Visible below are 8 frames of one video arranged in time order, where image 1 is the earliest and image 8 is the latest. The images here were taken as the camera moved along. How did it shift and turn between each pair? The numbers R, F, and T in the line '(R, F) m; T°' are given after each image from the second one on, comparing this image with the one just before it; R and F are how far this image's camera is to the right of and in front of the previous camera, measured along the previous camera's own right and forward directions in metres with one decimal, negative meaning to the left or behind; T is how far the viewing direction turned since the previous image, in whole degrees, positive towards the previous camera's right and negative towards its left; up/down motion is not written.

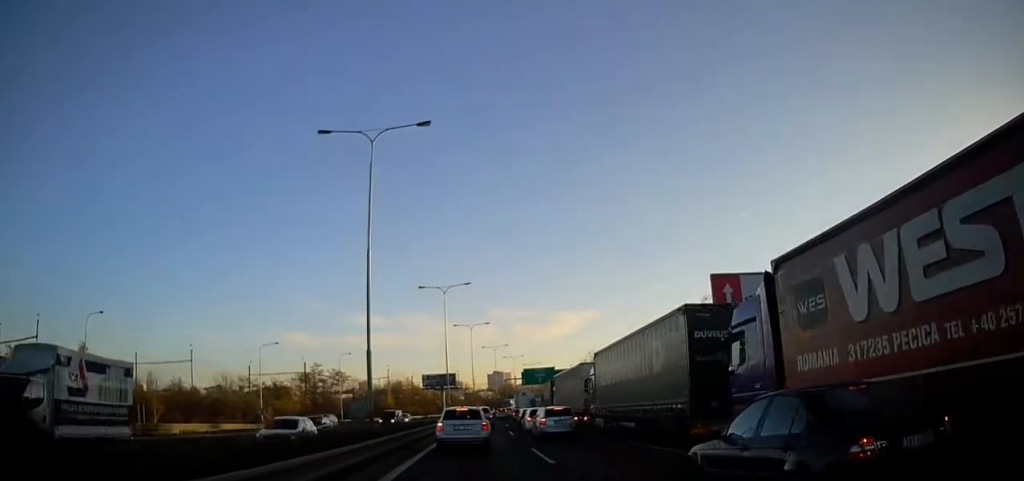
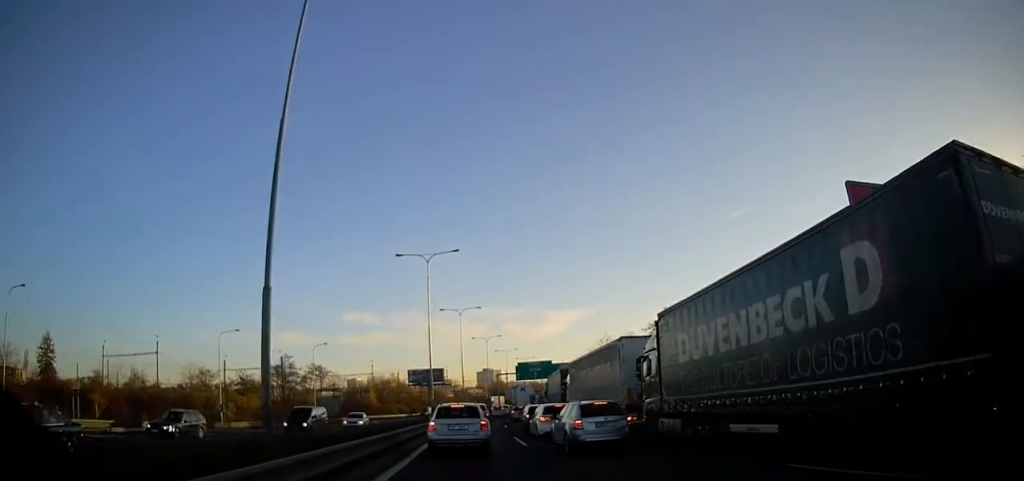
(+0.2, +11.3) m; +1°
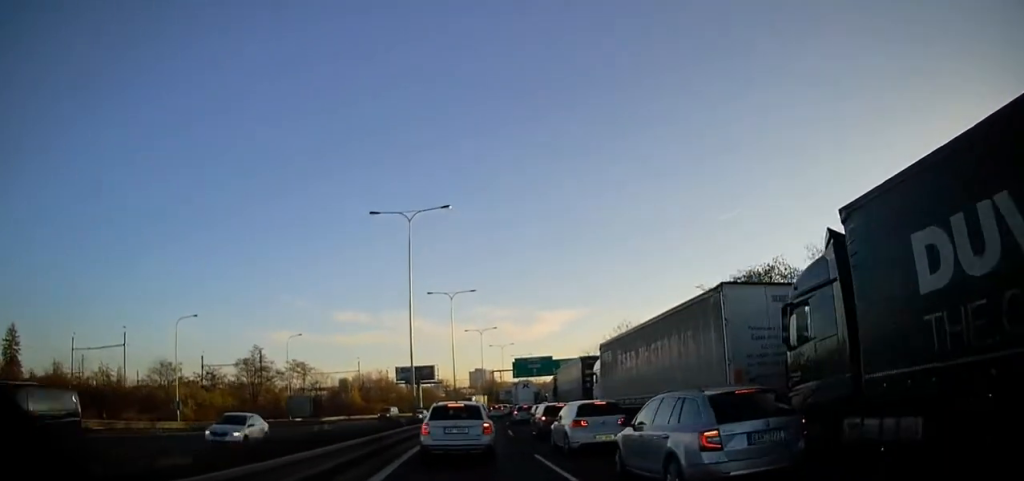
(0.0, +10.3) m; +1°
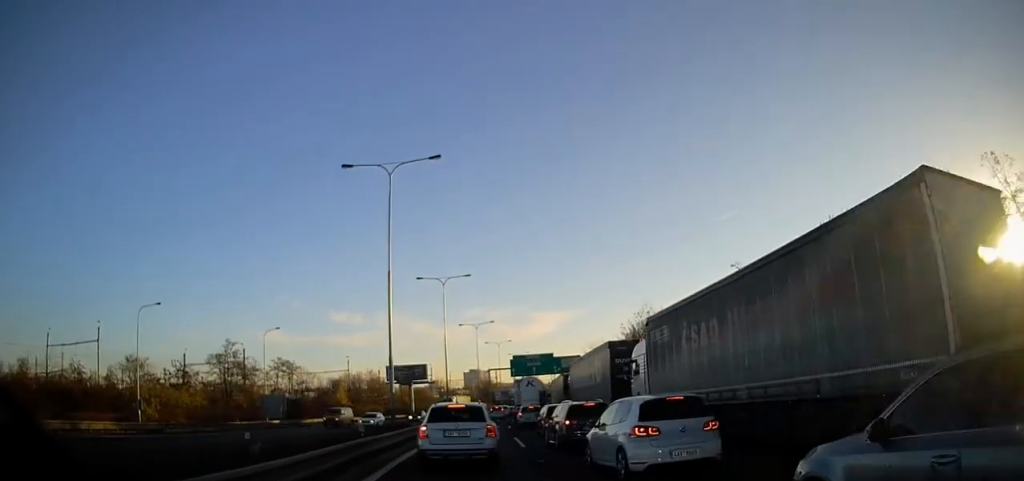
(+0.1, +8.0) m; 0°
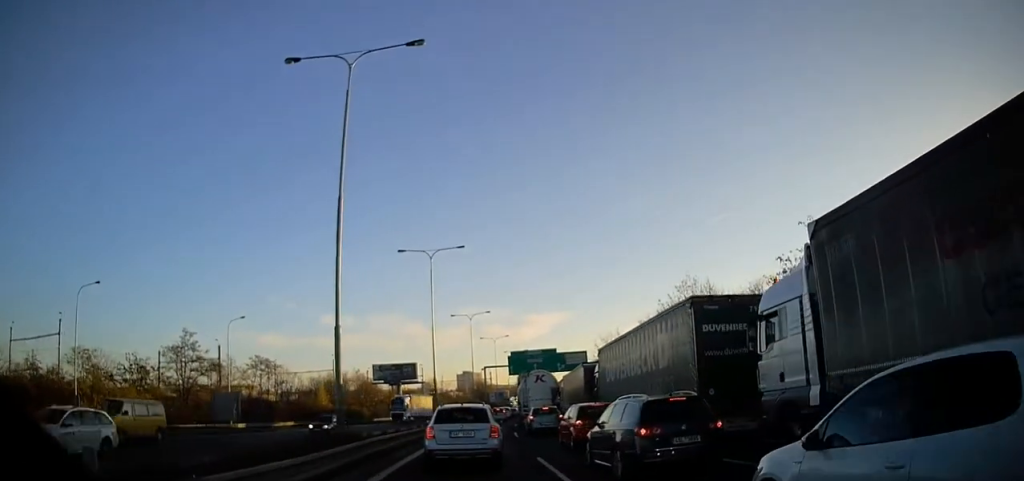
(0.0, +12.0) m; +1°
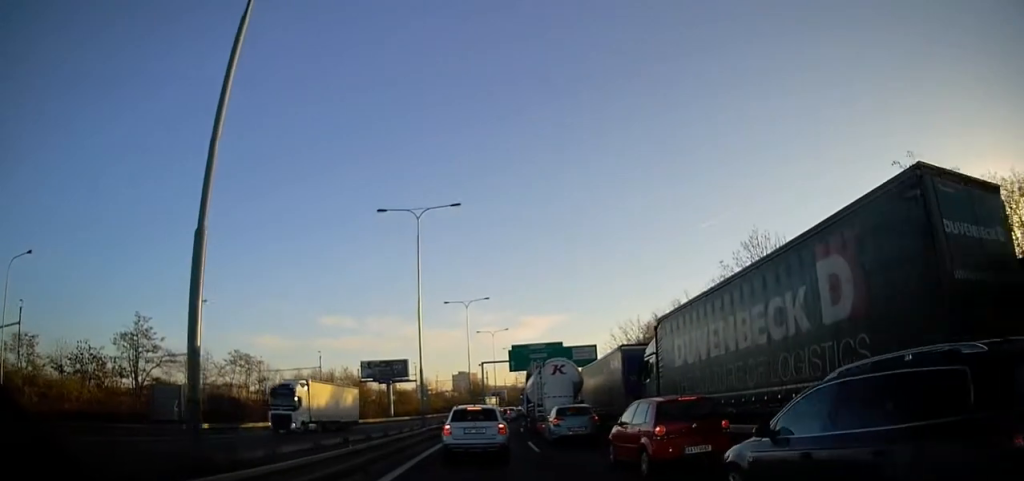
(+0.3, +9.8) m; +3°
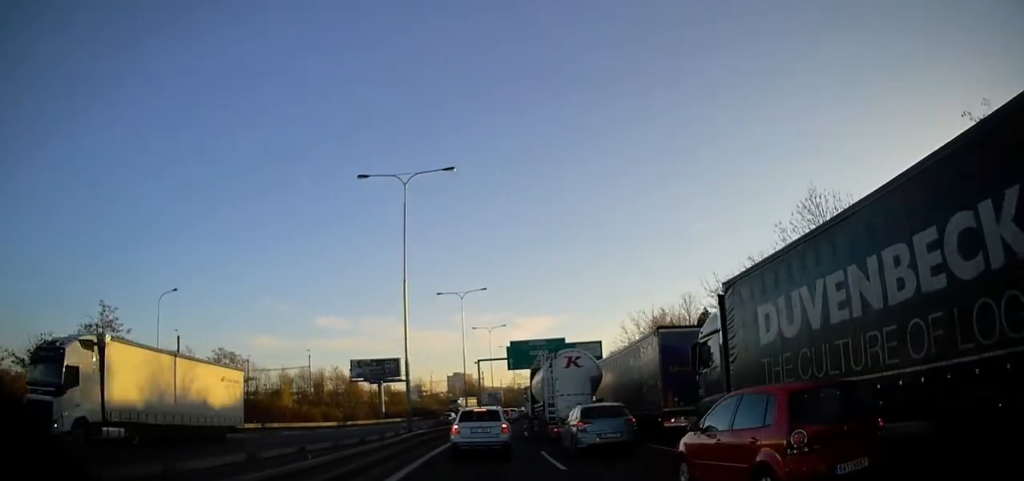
(+0.1, +5.4) m; +1°
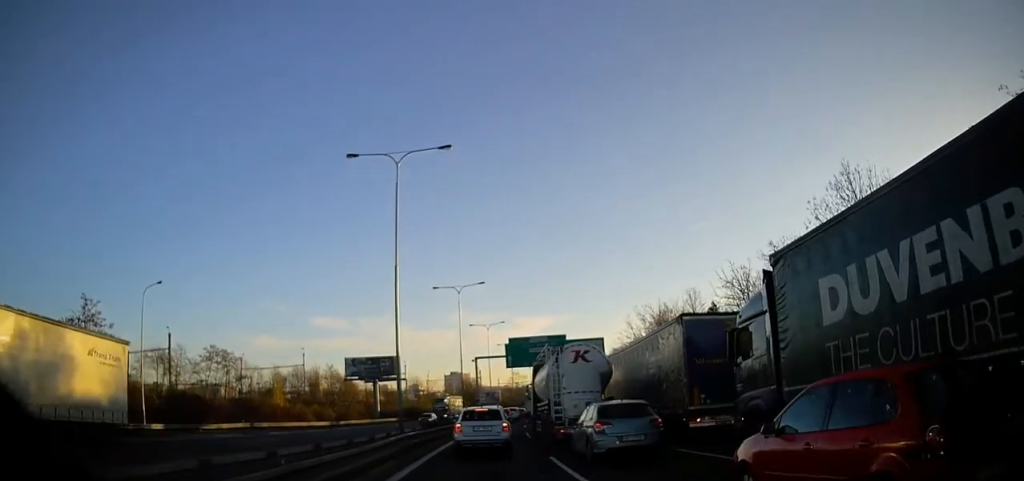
(0.0, +2.5) m; 0°
